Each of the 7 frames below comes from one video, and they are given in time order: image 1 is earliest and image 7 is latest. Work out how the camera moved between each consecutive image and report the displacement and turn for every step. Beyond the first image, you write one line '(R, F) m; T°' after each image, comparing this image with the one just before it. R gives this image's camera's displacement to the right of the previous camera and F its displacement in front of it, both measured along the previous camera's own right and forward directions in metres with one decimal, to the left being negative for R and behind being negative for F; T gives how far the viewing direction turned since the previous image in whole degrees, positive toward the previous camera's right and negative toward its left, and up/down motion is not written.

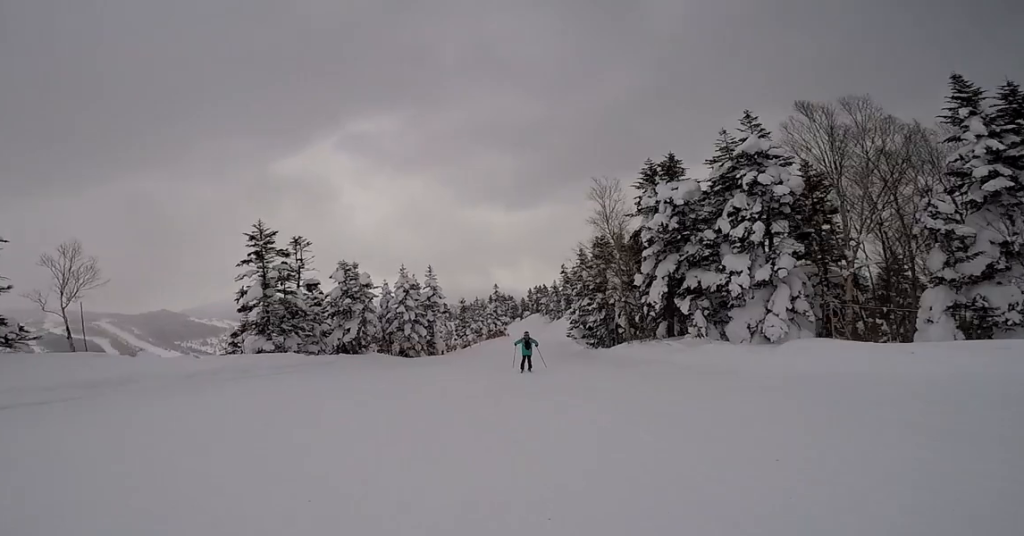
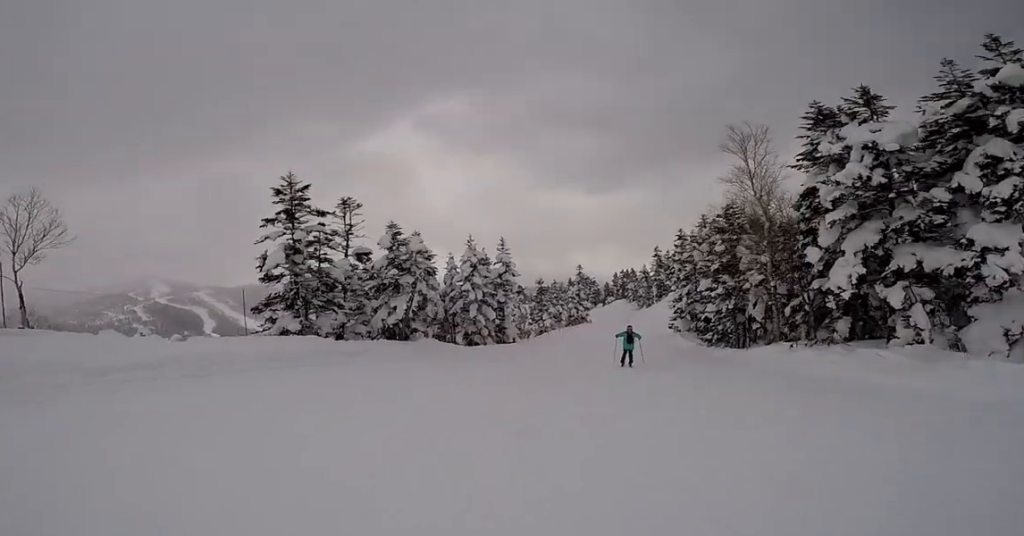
(-0.3, +5.8) m; +6°
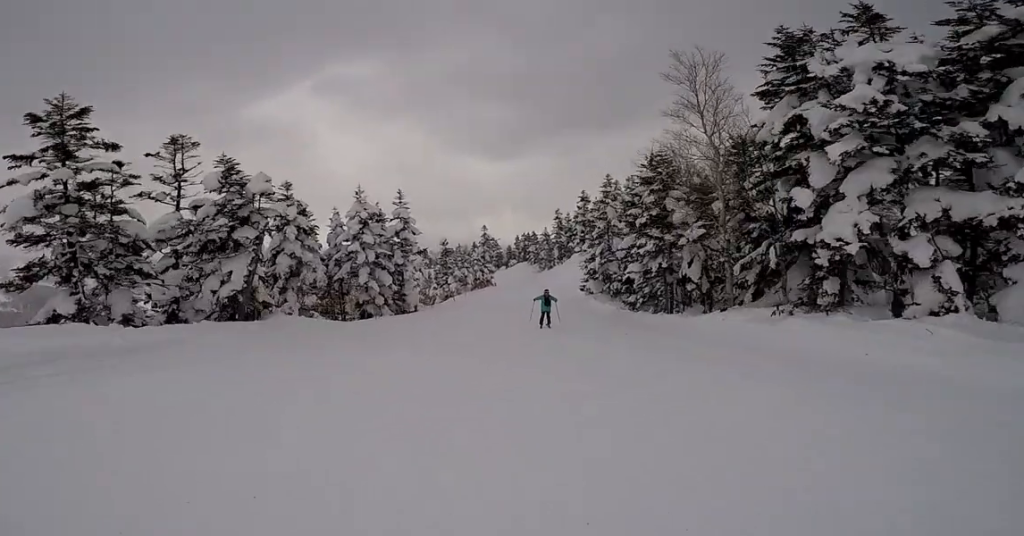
(+0.5, +5.2) m; +4°
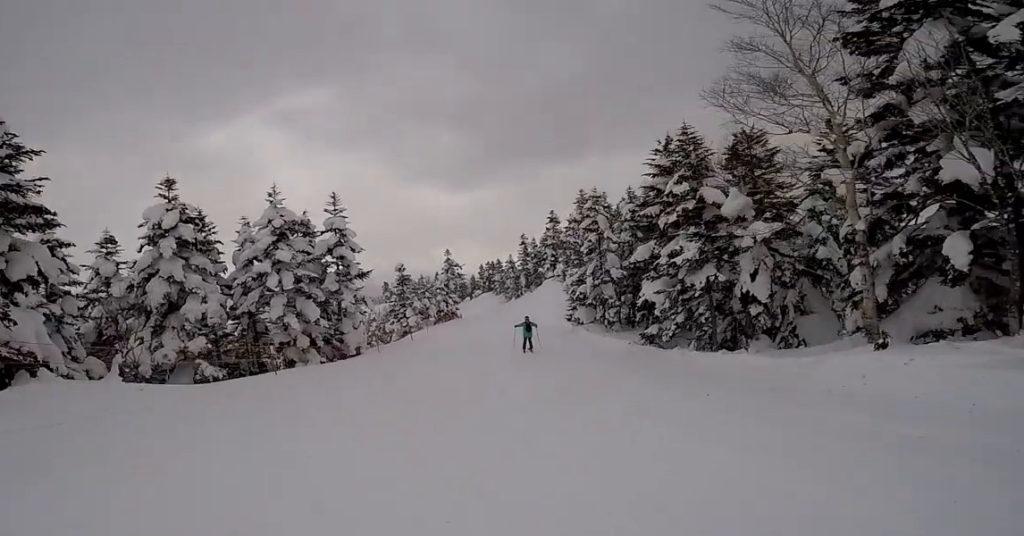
(+0.6, +7.1) m; +1°
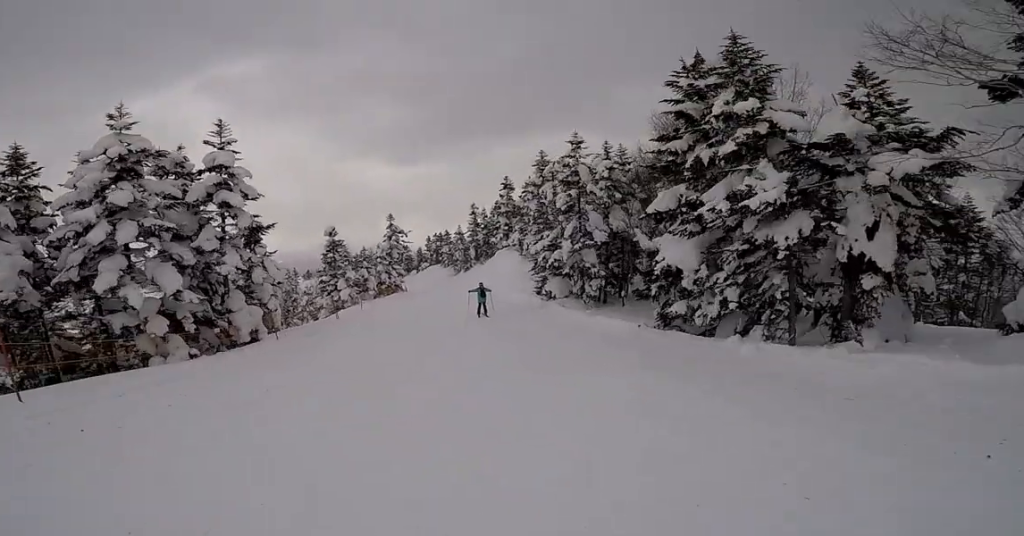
(-0.6, +5.8) m; -3°
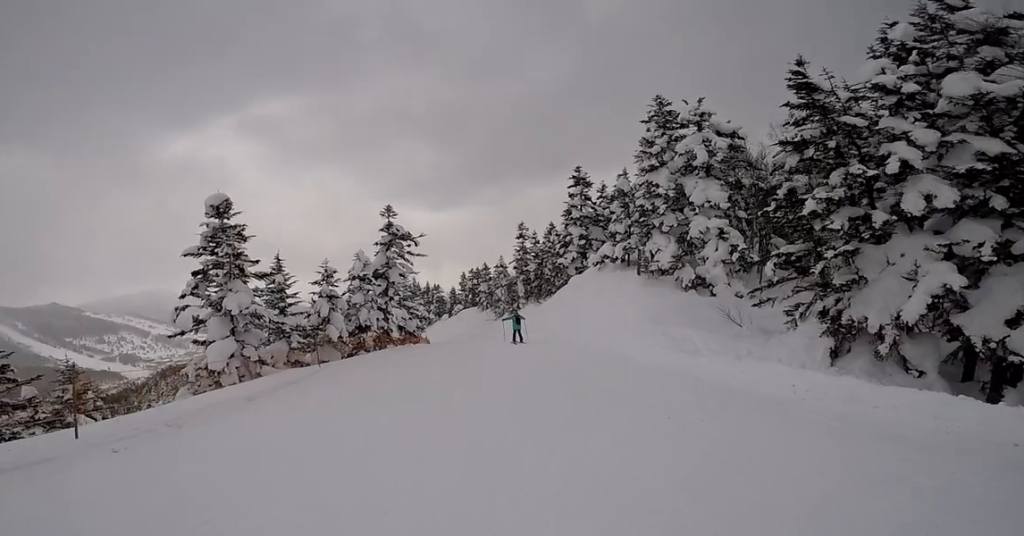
(+2.8, +19.6) m; +9°
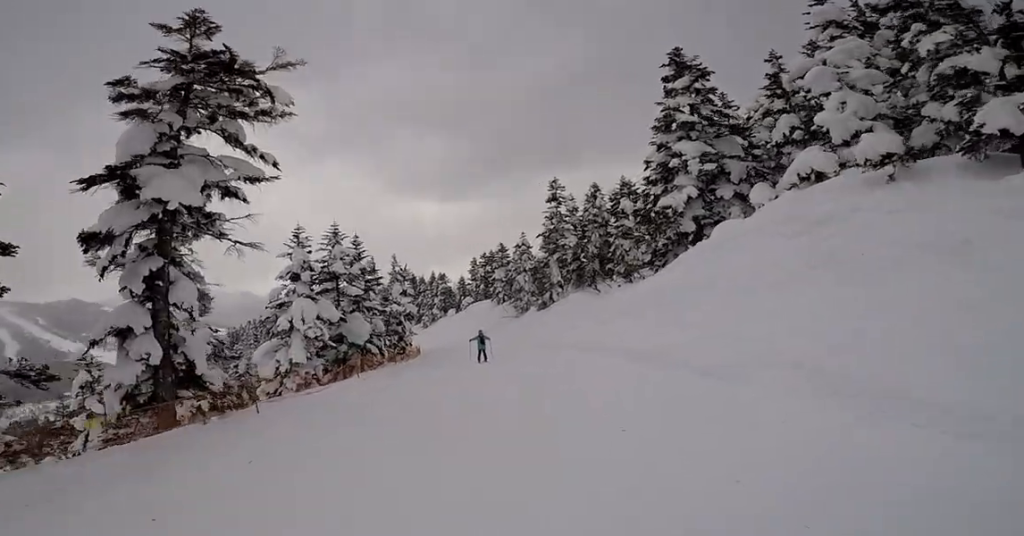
(-0.8, +18.1) m; -4°
